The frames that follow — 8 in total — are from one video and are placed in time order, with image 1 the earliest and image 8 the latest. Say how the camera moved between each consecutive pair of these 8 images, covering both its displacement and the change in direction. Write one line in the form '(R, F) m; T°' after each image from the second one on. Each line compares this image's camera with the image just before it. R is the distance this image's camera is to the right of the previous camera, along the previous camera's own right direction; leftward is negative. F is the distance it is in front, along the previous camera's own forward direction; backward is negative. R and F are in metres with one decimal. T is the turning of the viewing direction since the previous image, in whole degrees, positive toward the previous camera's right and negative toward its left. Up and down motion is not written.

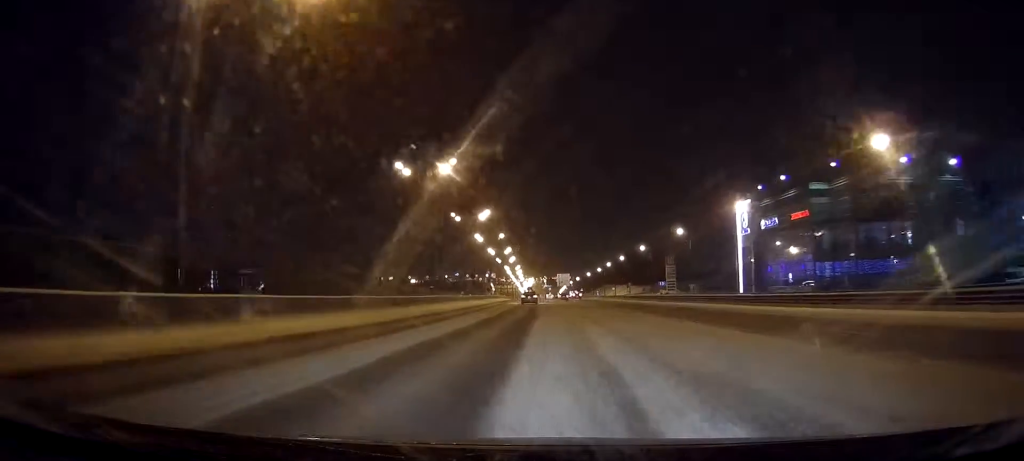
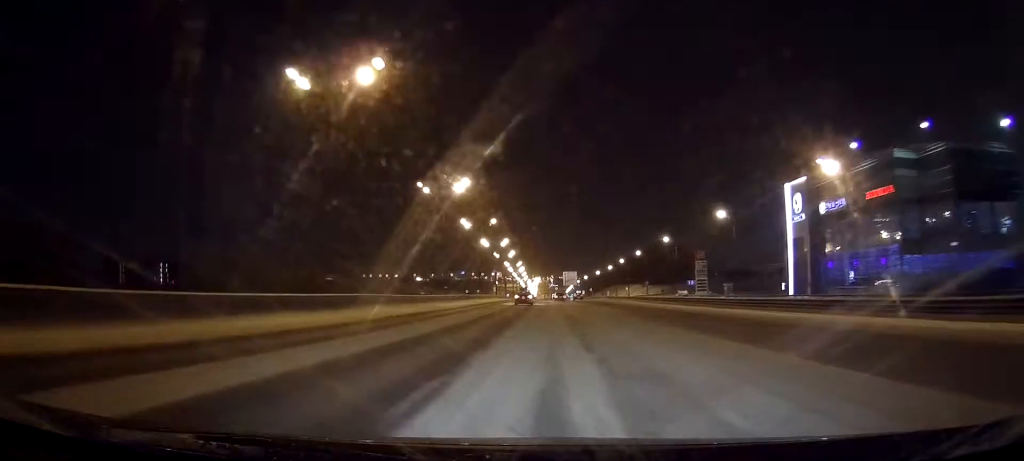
(-0.1, +27.3) m; -1°
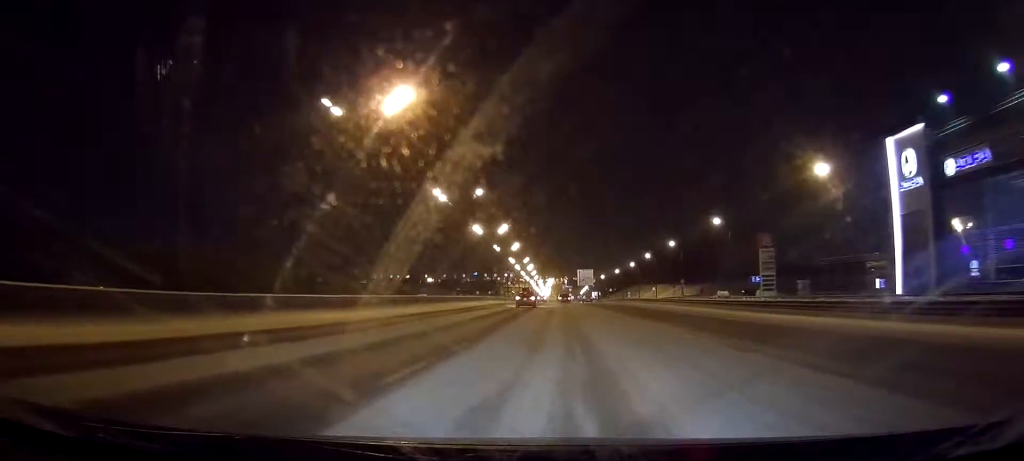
(-0.3, +33.5) m; -1°
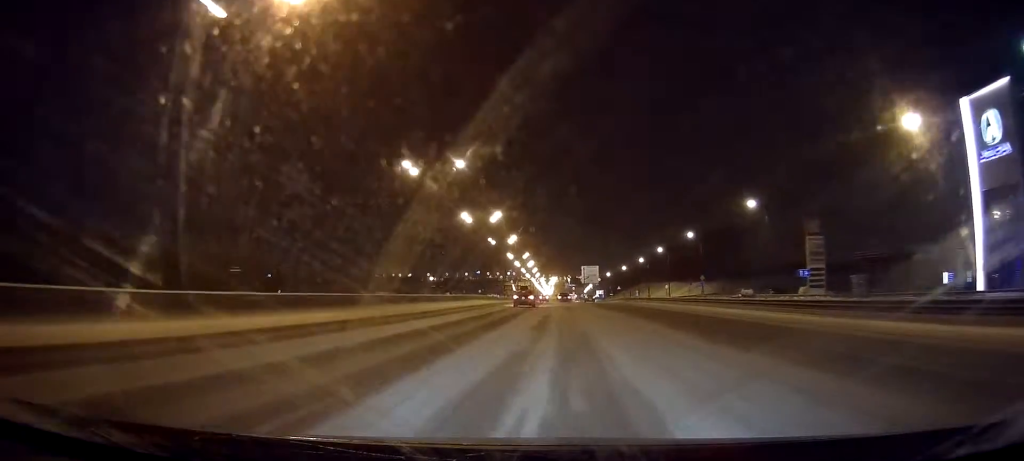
(-0.1, +16.7) m; 0°
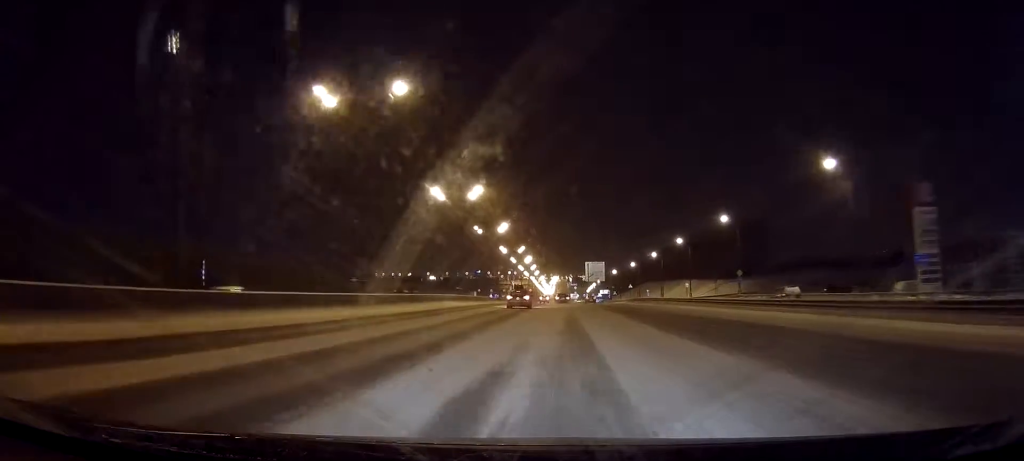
(0.0, +23.8) m; 0°
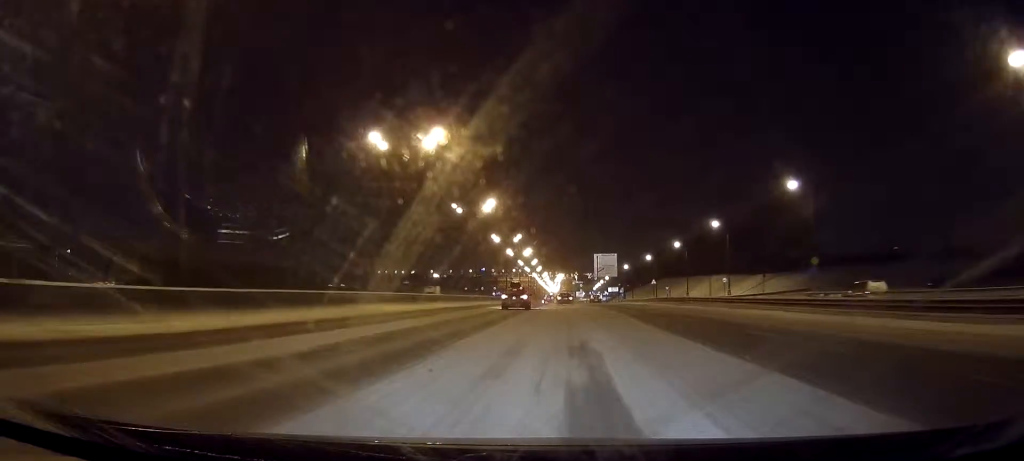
(-0.1, +26.6) m; 0°
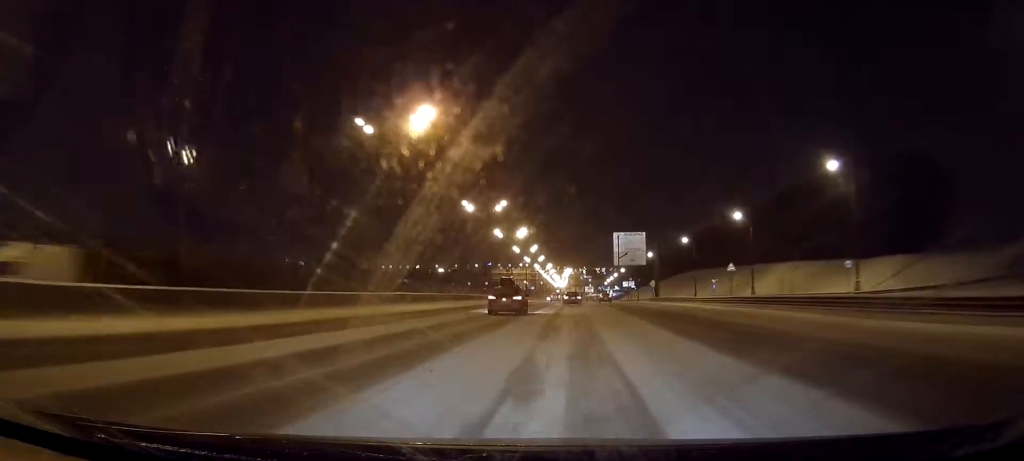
(-0.2, +43.3) m; 0°
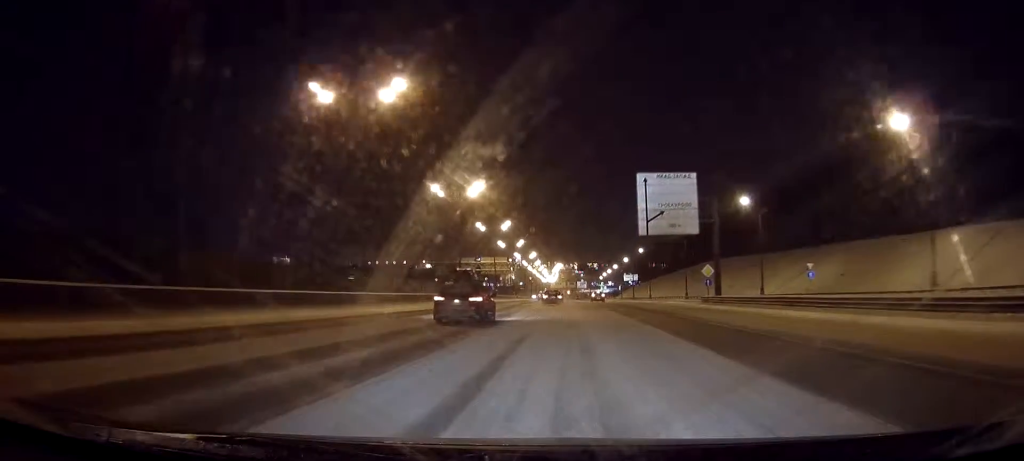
(-0.3, +49.7) m; -1°
